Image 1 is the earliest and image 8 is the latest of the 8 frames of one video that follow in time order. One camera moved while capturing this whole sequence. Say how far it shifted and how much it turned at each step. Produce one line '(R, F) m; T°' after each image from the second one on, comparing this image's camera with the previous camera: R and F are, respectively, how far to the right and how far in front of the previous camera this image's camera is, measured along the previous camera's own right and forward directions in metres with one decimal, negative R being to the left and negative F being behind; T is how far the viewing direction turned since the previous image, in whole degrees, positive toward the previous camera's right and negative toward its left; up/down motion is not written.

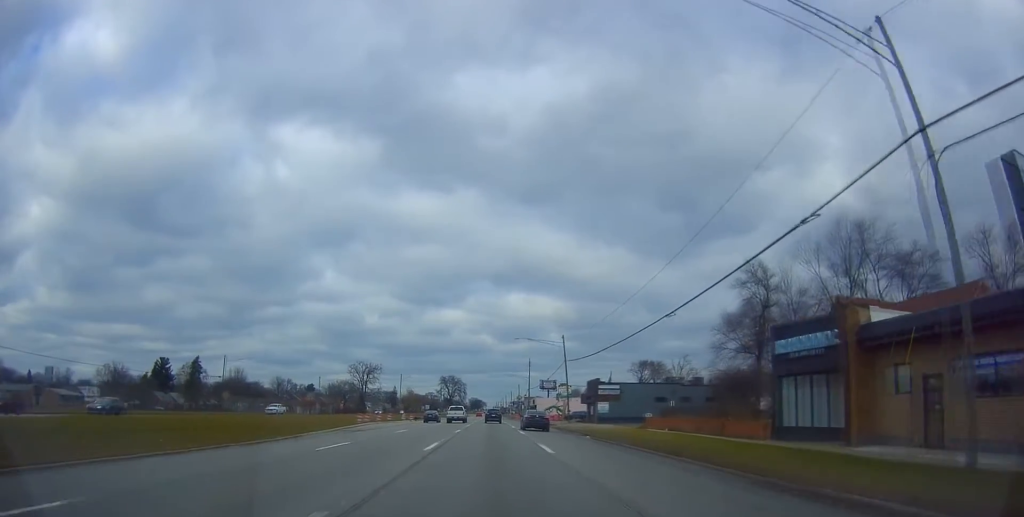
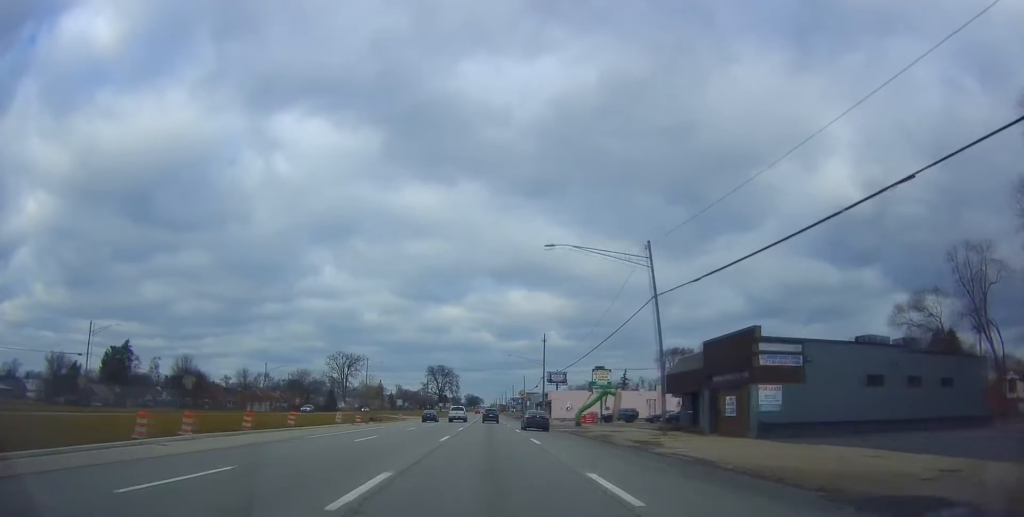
(-0.7, +40.8) m; +1°
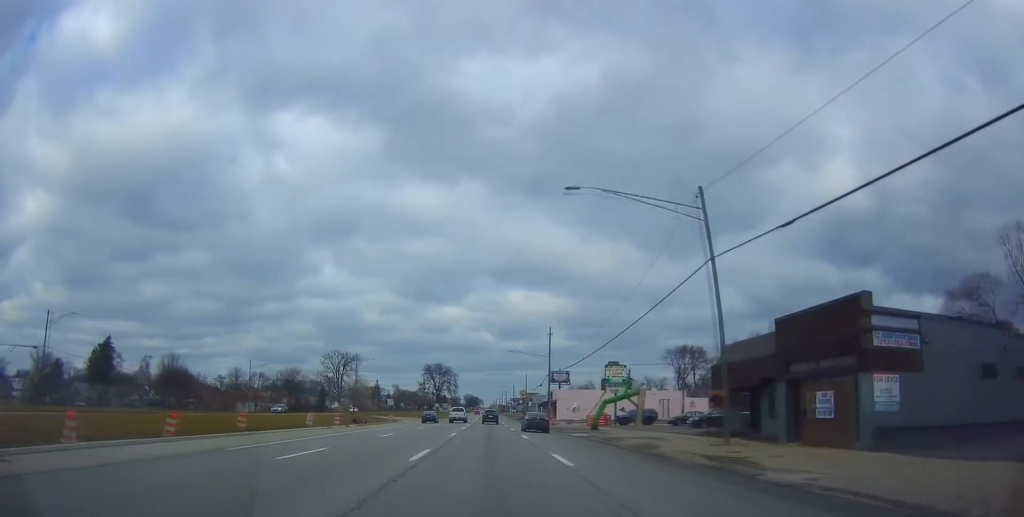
(+0.2, +9.1) m; +1°
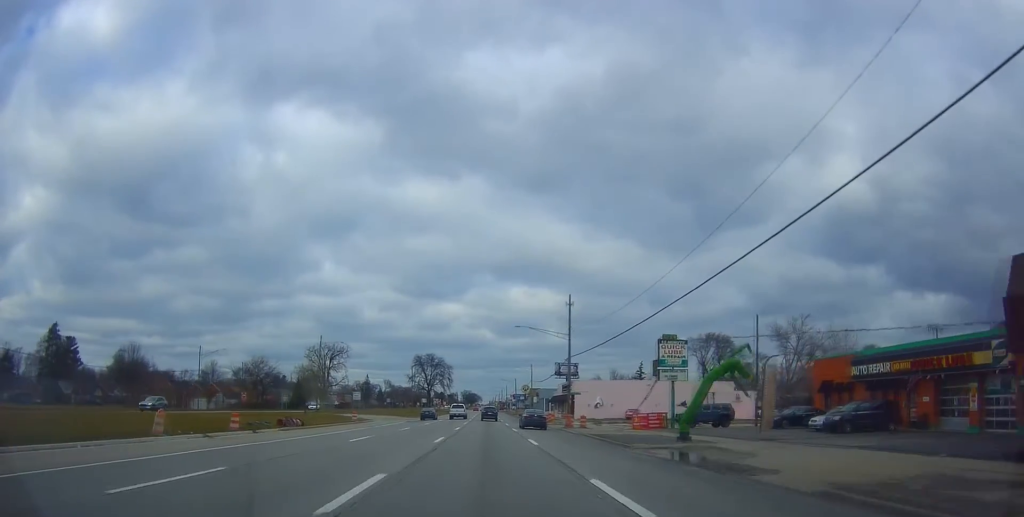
(+0.4, +22.8) m; +1°
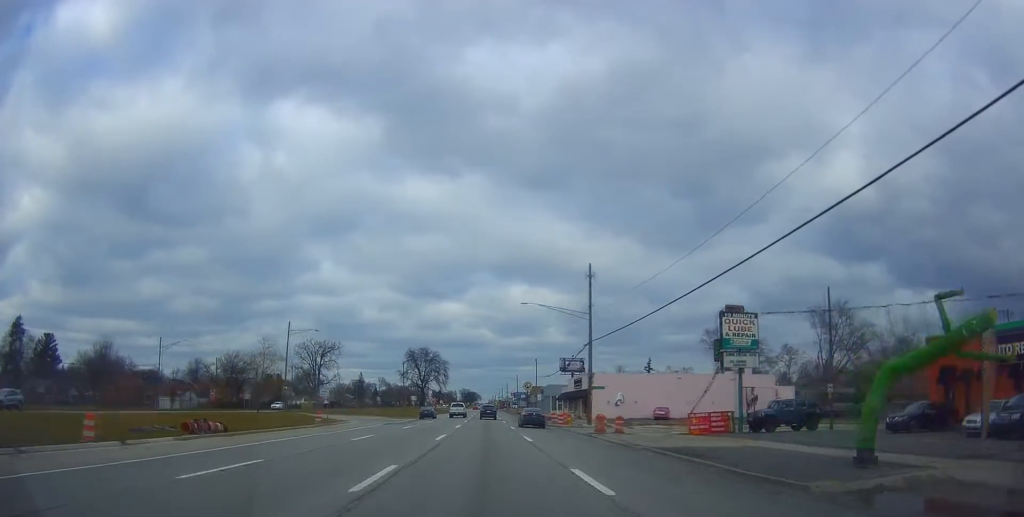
(-0.2, +13.7) m; 0°
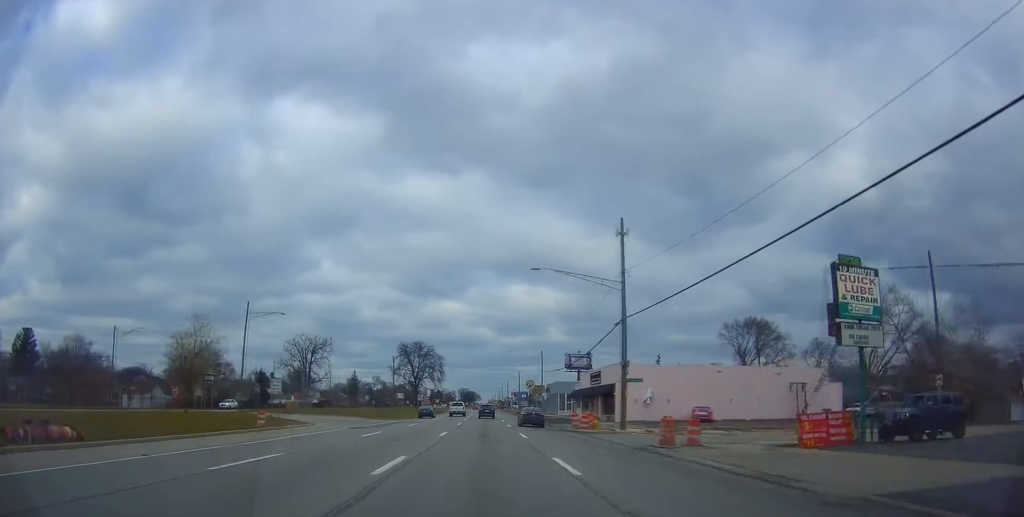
(+0.2, +12.9) m; -1°
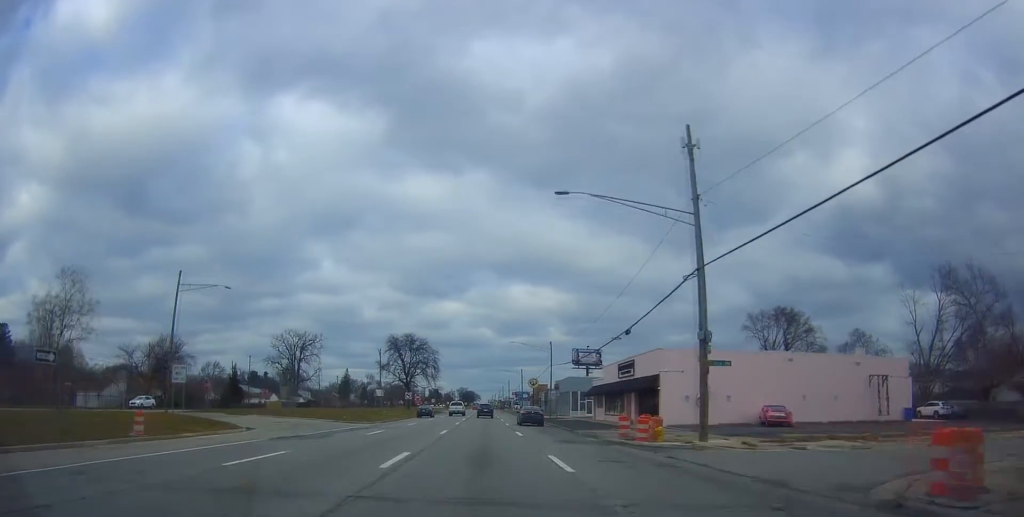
(+0.2, +14.4) m; -1°
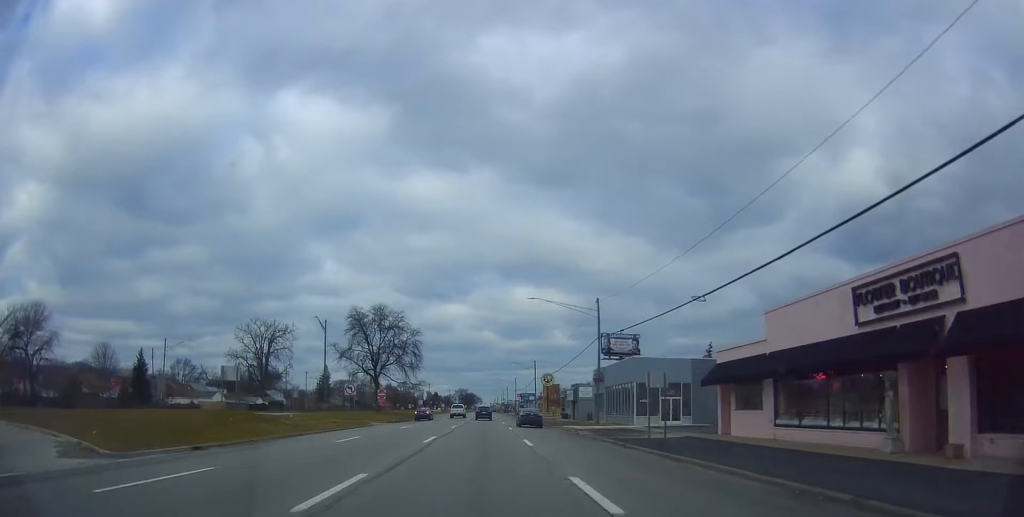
(-1.0, +36.0) m; 0°
